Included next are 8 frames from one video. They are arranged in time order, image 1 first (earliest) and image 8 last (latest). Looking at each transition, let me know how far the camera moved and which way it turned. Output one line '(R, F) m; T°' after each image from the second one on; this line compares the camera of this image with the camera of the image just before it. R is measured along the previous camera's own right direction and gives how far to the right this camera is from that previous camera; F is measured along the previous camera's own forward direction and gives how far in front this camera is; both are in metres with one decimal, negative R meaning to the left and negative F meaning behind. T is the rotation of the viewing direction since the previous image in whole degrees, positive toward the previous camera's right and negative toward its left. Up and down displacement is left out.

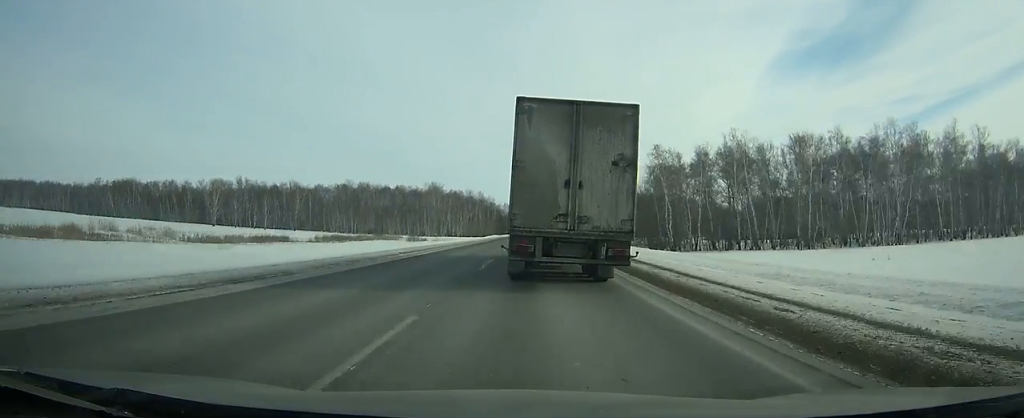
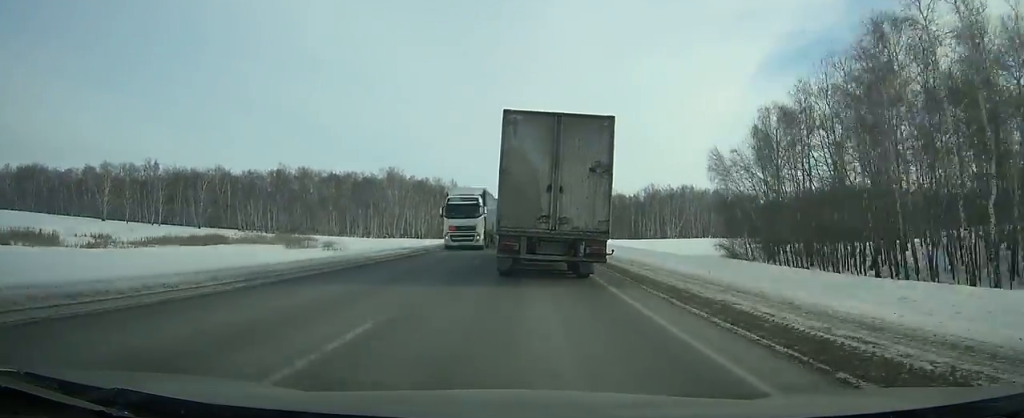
(+0.3, +65.7) m; +1°
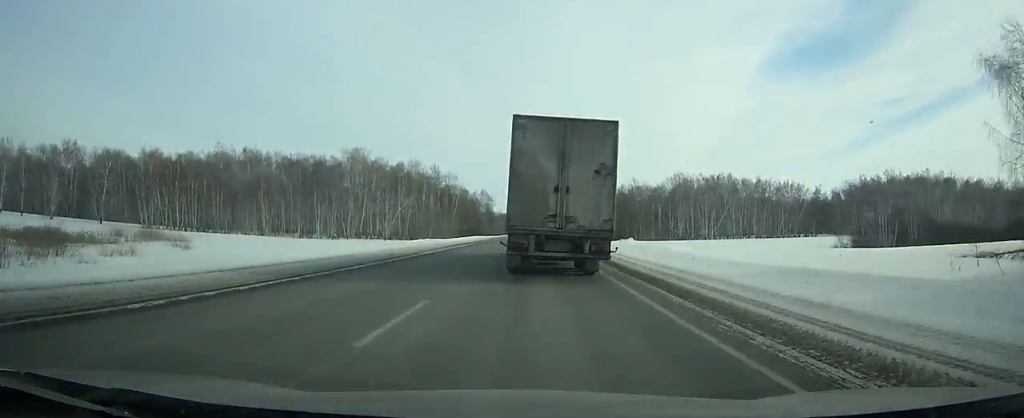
(+0.2, +45.8) m; 0°
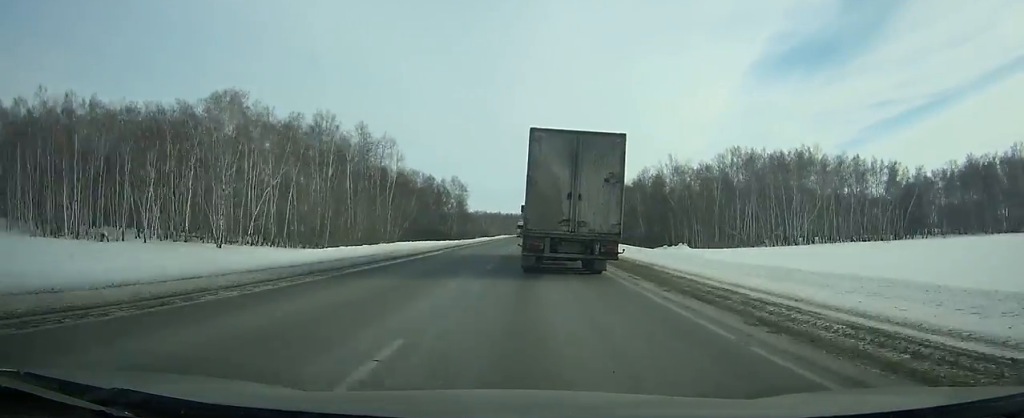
(+0.1, +68.1) m; +1°
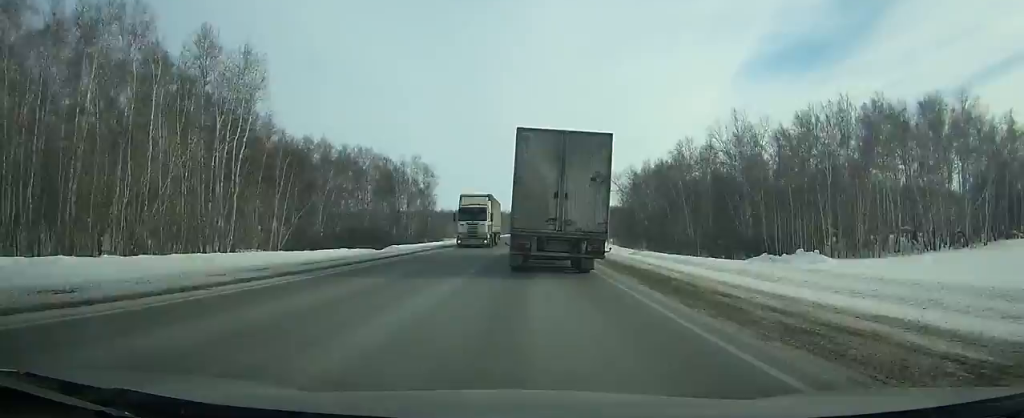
(+0.3, +51.1) m; +1°
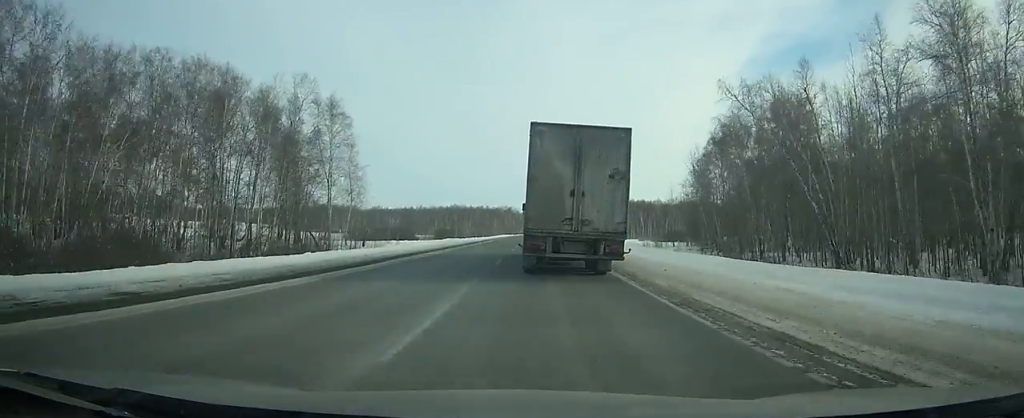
(+0.4, +72.0) m; +1°
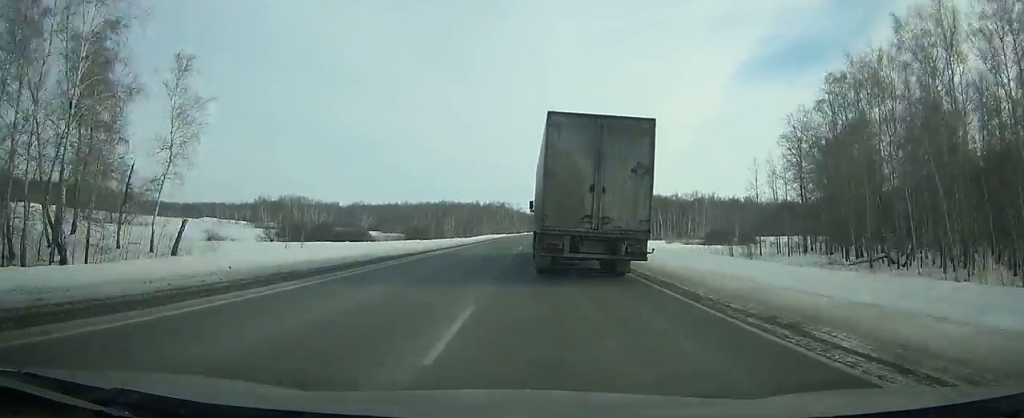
(+0.2, +47.7) m; +1°
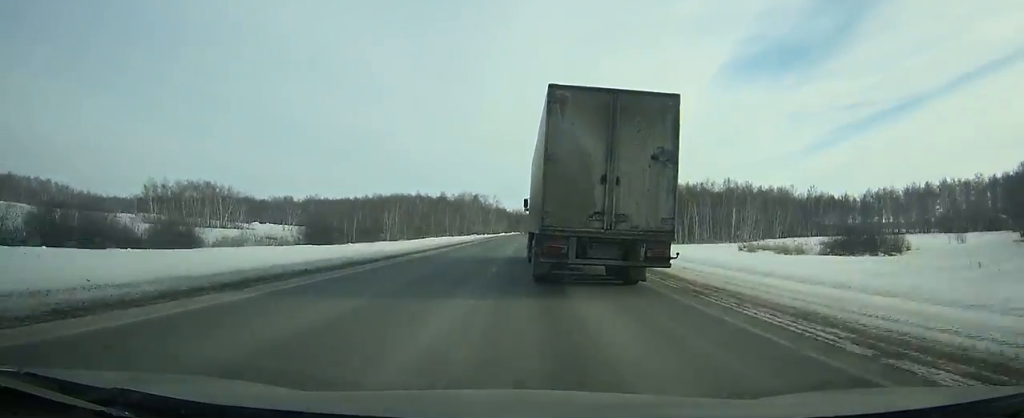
(+0.6, +68.5) m; +1°
